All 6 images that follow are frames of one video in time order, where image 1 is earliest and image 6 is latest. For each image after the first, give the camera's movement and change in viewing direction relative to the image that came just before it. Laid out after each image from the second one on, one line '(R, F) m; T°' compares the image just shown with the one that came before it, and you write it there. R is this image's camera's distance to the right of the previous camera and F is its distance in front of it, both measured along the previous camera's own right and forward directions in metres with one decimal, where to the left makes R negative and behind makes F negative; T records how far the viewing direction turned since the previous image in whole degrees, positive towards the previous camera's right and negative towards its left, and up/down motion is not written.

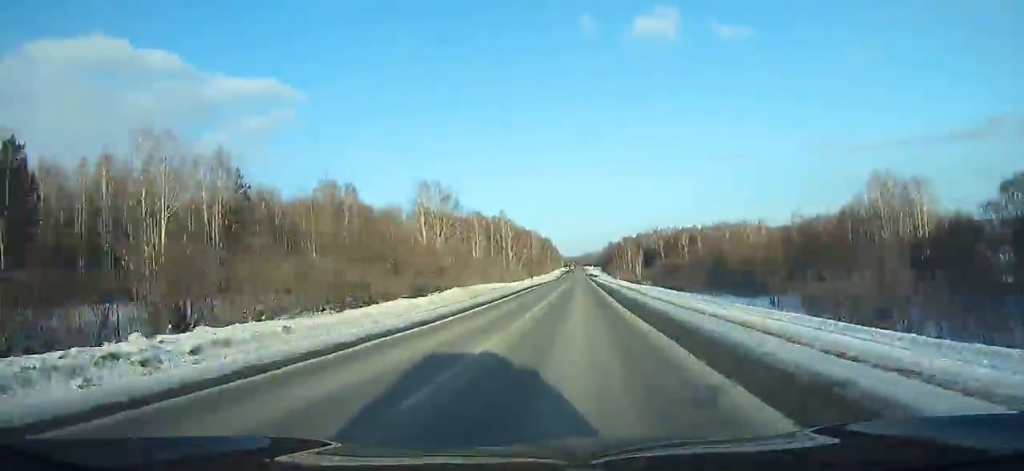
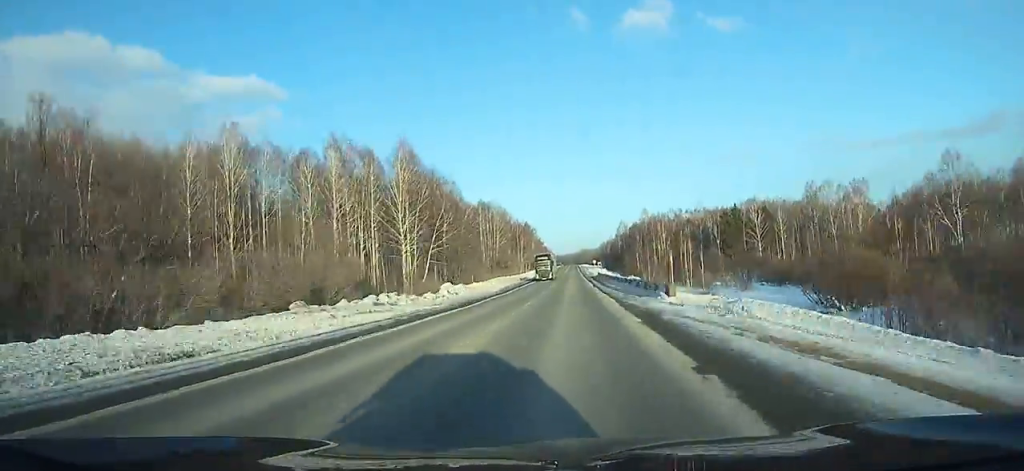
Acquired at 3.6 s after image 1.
(-0.5, +106.1) m; -1°
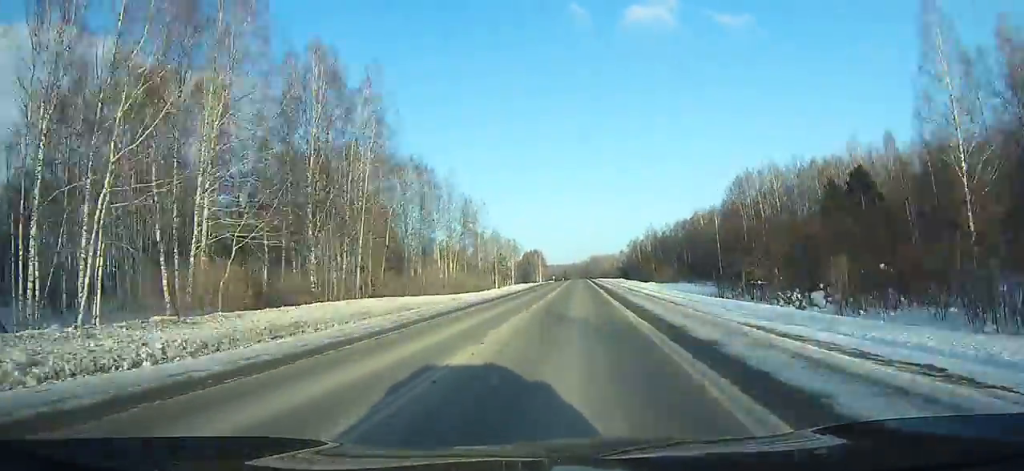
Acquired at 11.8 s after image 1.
(+0.3, +233.4) m; 0°
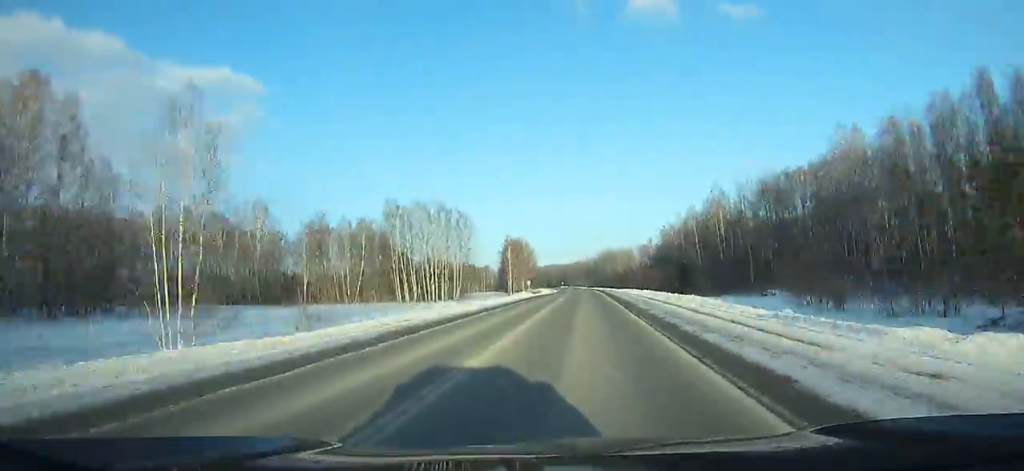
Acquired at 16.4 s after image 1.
(-0.7, +123.4) m; -1°
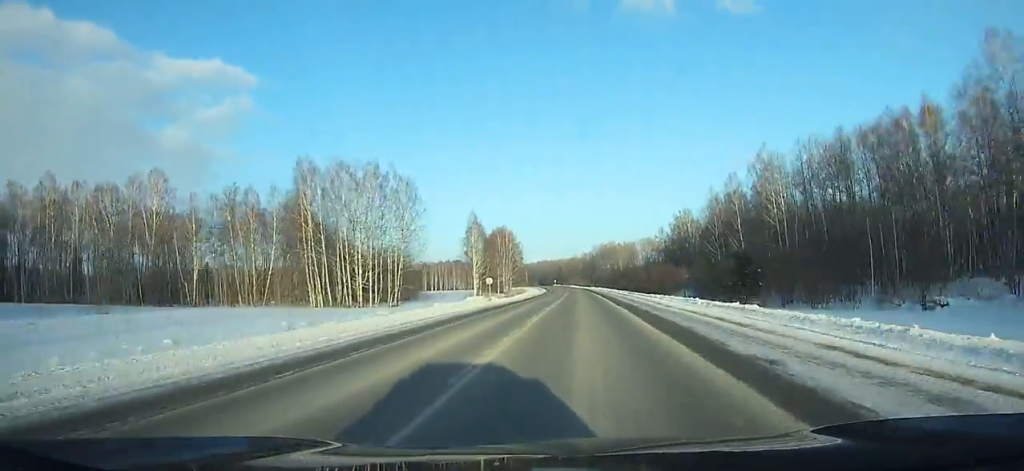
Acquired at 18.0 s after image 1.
(-0.1, +41.8) m; -1°
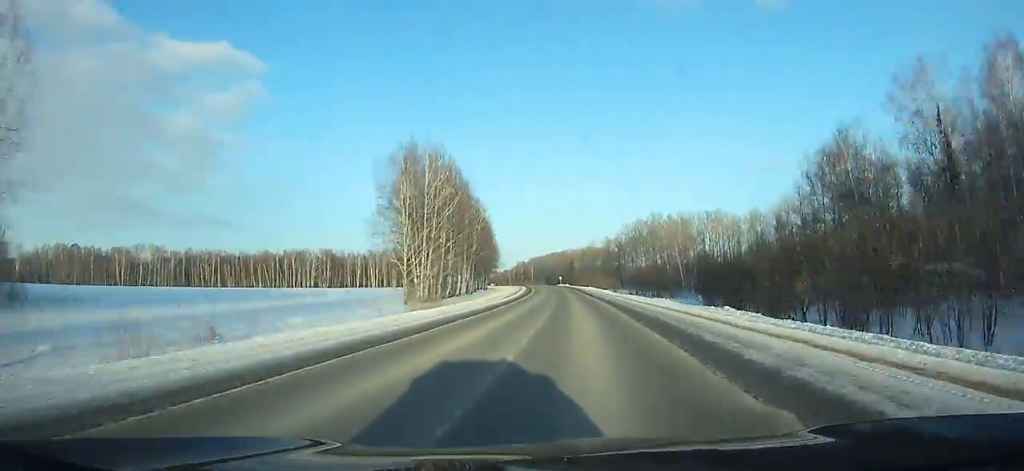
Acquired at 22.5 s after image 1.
(-1.6, +118.1) m; -1°
